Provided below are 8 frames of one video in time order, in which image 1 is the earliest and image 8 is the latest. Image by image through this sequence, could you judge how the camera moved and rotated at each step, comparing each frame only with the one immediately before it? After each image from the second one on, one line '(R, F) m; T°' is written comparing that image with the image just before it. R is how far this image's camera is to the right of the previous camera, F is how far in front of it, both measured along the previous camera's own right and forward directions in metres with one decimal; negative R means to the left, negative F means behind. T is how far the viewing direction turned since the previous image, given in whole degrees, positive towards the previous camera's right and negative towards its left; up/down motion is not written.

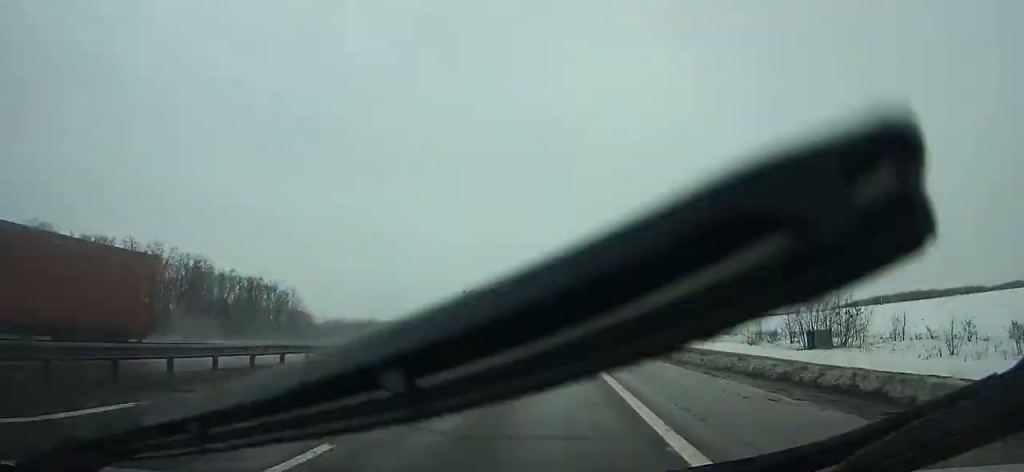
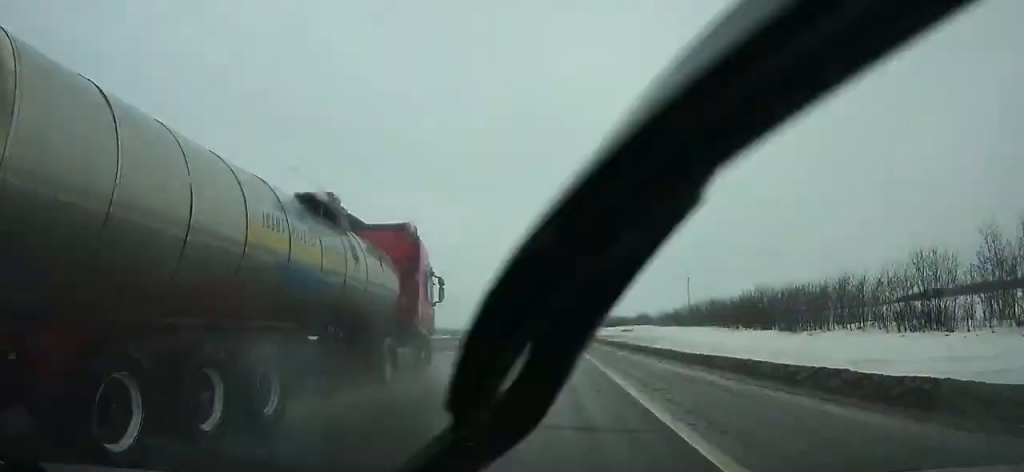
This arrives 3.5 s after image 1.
(-0.1, +99.0) m; 0°
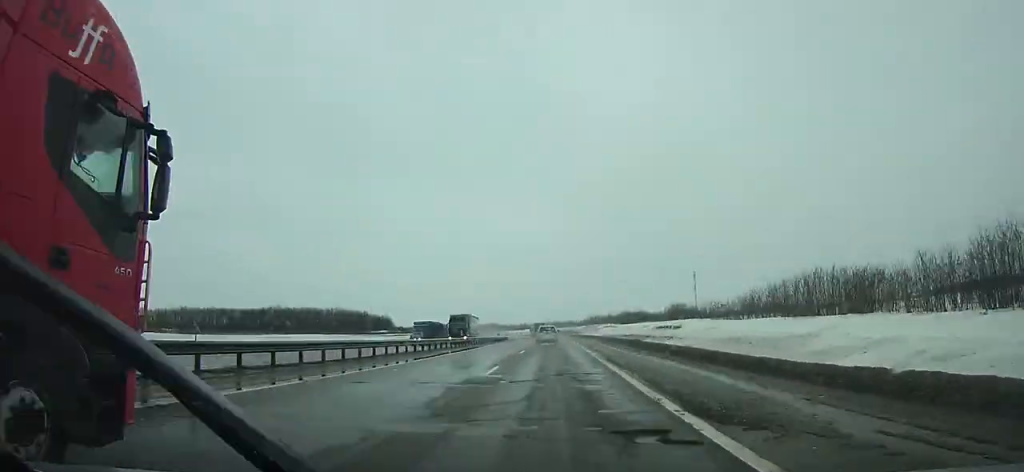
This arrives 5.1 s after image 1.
(0.0, +44.9) m; 0°
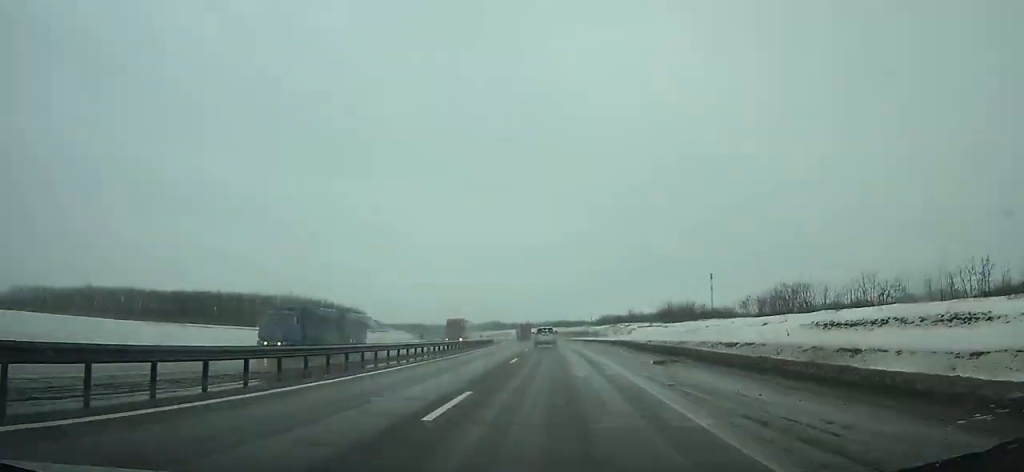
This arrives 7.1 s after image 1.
(-0.2, +55.7) m; -1°
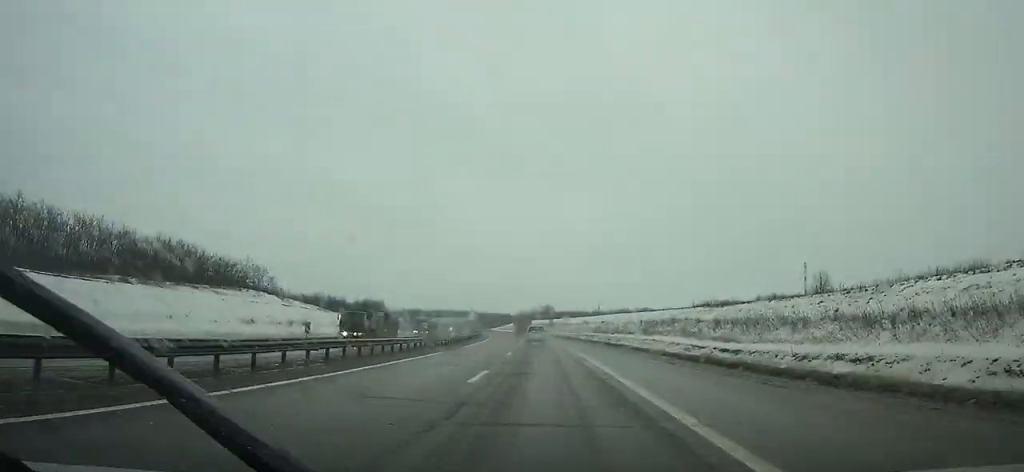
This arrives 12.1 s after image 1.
(-6.3, +137.2) m; -6°
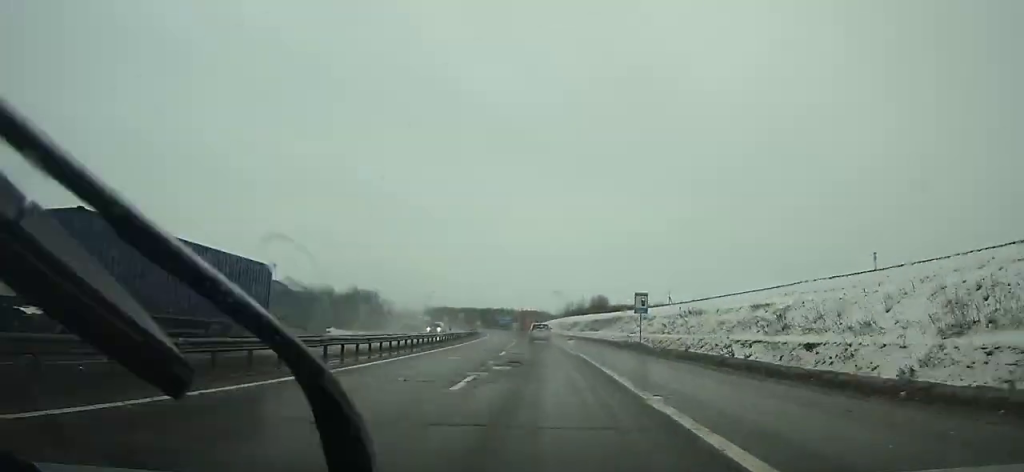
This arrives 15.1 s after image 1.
(-3.2, +81.5) m; -5°
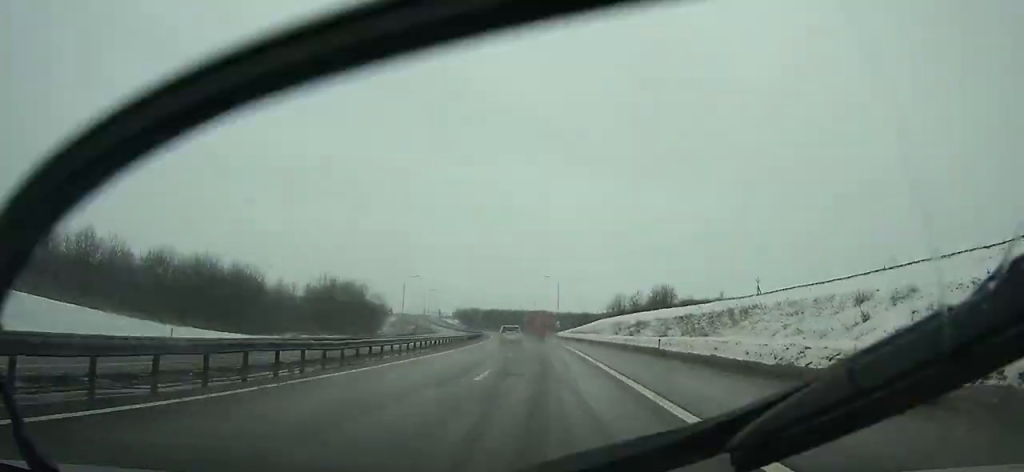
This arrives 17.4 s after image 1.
(-2.0, +62.2) m; -4°
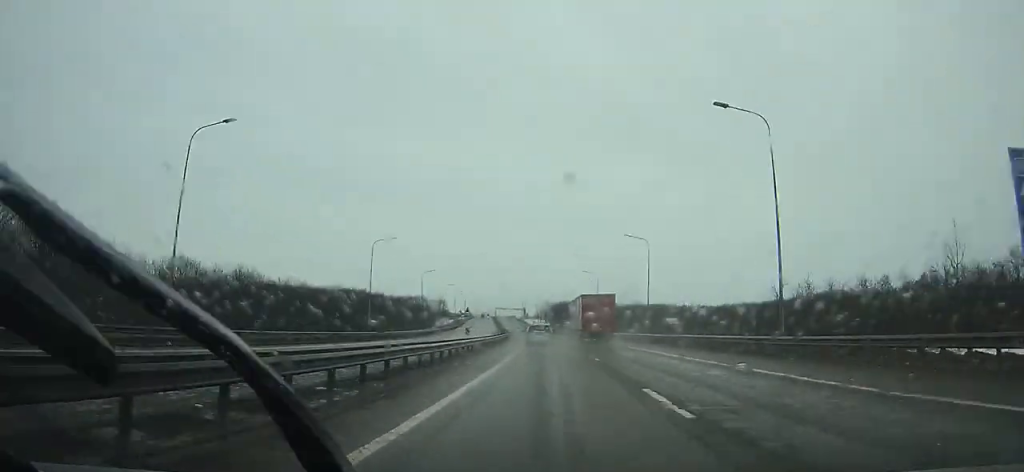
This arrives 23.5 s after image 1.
(-14.4, +162.2) m; -9°
